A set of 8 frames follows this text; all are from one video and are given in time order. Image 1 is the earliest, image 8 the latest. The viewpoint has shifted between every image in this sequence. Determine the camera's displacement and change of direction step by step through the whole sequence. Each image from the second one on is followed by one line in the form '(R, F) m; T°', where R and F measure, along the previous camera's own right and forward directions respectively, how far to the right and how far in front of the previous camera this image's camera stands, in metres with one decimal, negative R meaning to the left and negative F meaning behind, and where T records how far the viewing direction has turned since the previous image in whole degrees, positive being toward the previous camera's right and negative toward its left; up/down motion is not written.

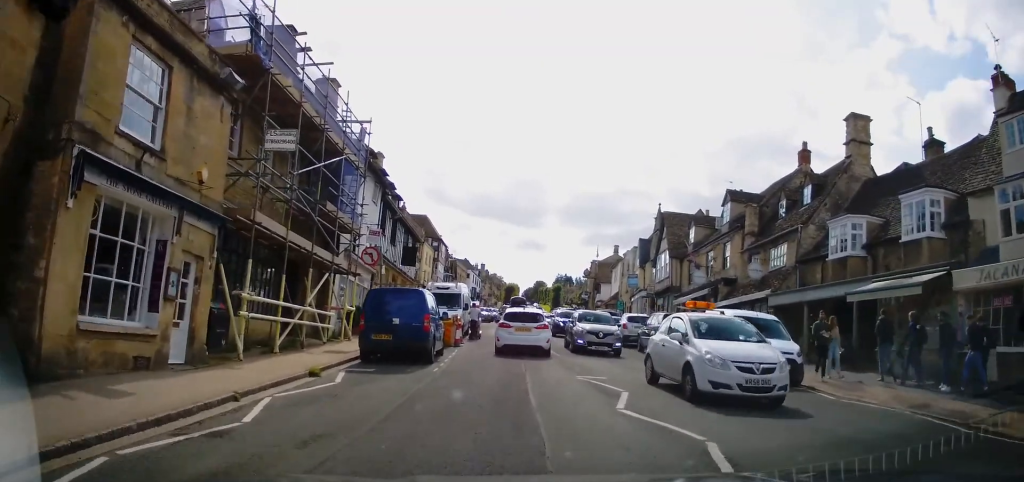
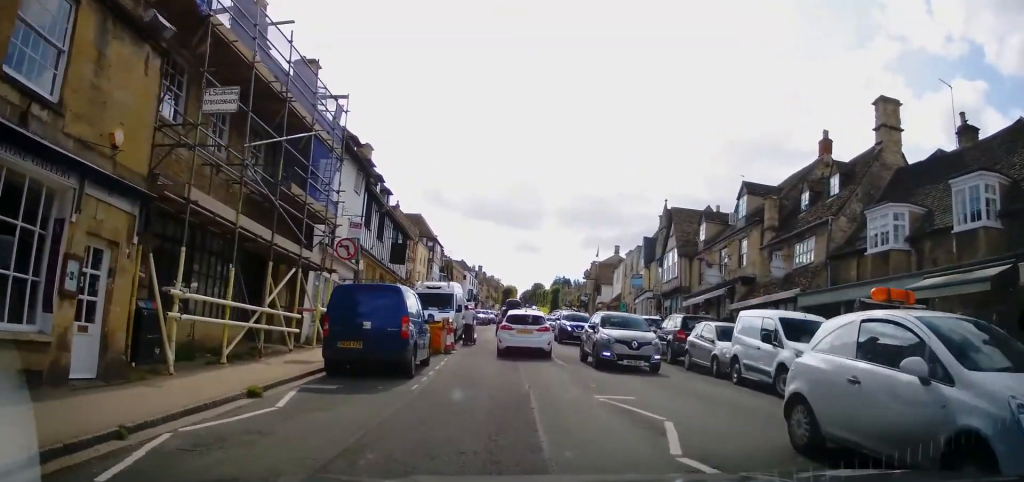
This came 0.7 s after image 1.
(0.0, +2.9) m; +1°
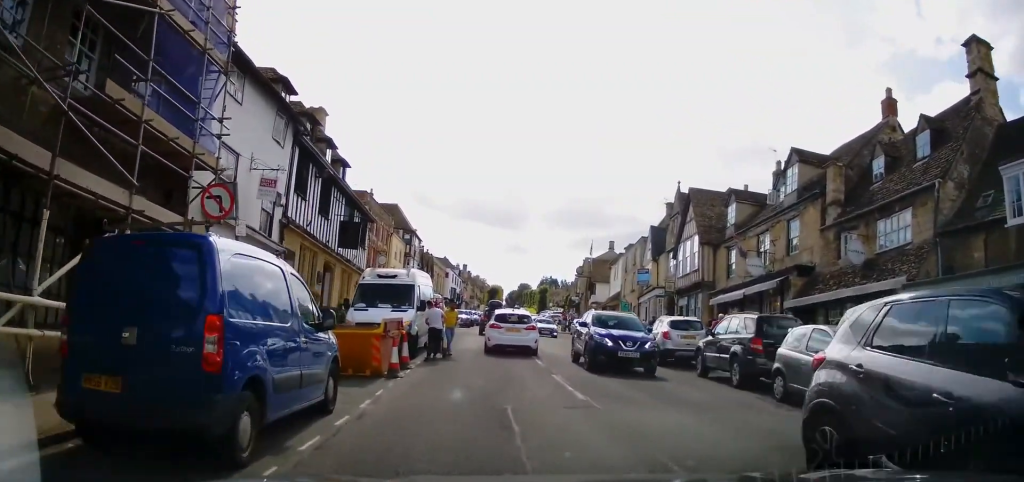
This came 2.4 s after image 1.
(+0.3, +7.3) m; +4°
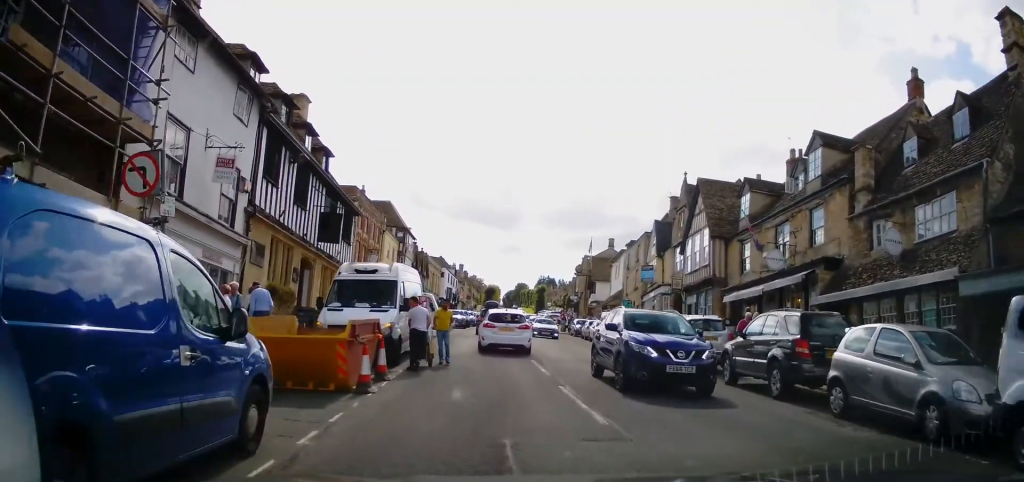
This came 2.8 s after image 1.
(0.0, +2.1) m; +1°
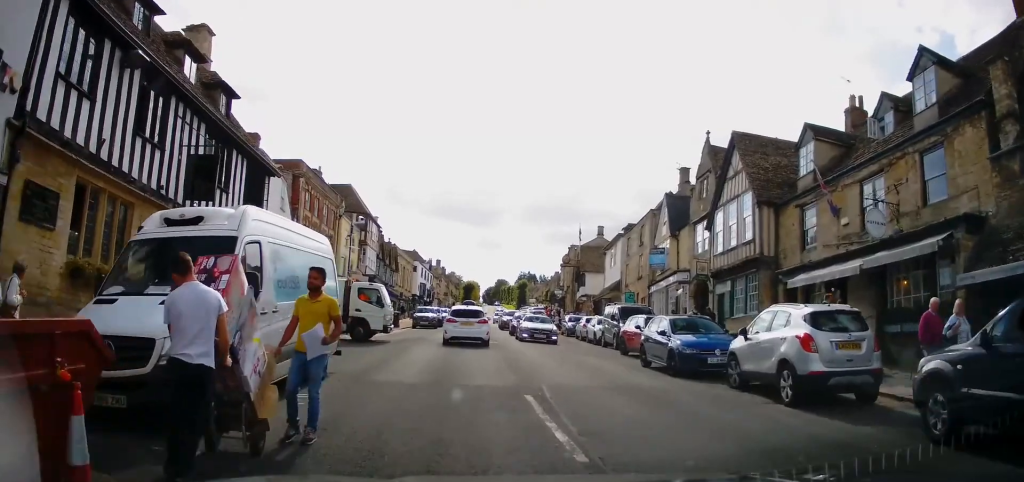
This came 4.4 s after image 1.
(+0.2, +7.9) m; -2°
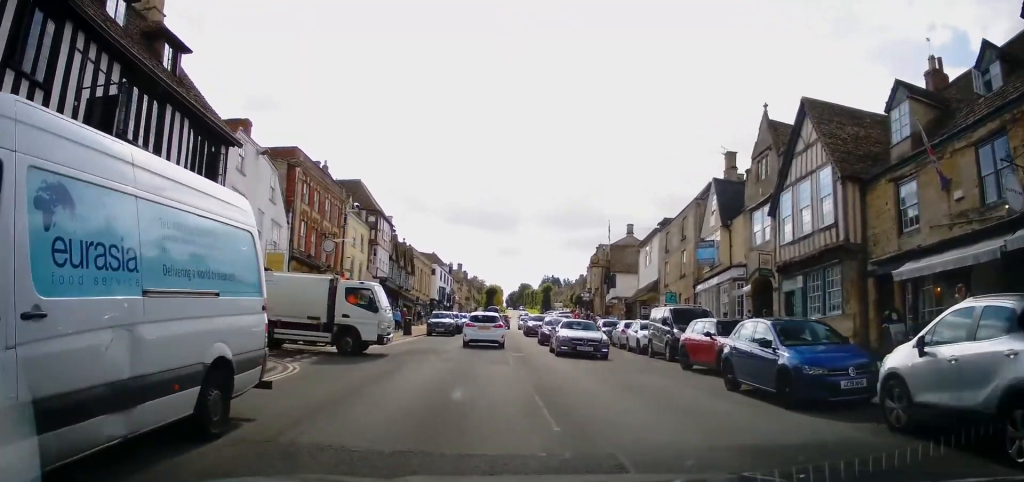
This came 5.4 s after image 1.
(-0.3, +4.9) m; -2°
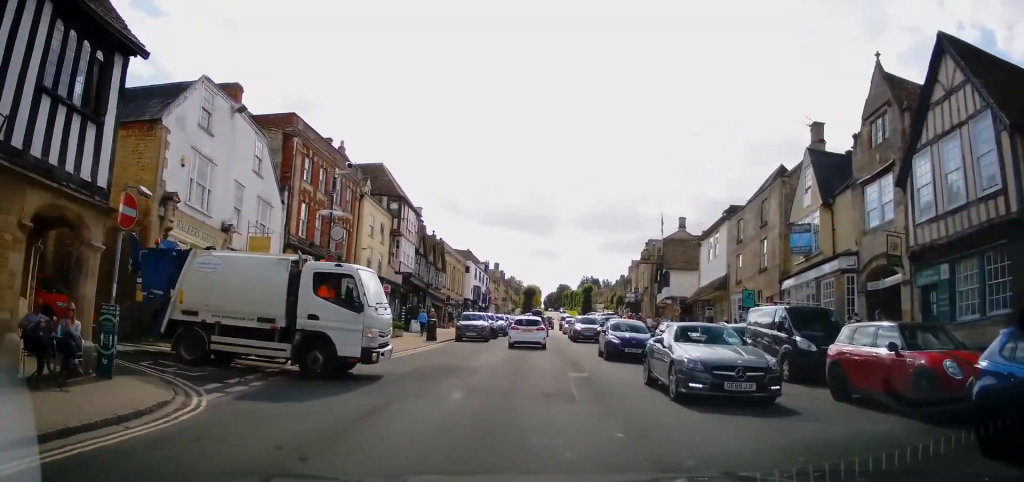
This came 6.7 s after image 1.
(+0.1, +6.5) m; -1°
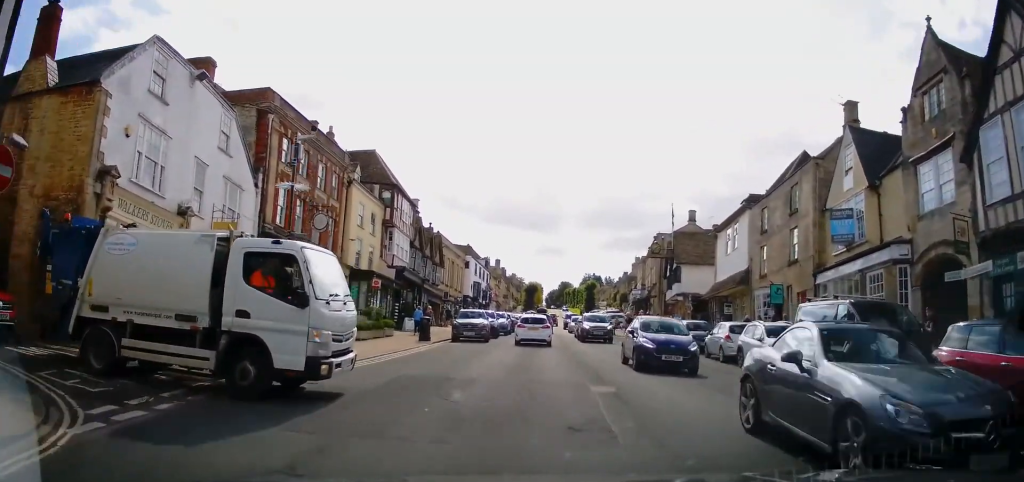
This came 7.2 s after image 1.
(-0.2, +3.1) m; 0°
